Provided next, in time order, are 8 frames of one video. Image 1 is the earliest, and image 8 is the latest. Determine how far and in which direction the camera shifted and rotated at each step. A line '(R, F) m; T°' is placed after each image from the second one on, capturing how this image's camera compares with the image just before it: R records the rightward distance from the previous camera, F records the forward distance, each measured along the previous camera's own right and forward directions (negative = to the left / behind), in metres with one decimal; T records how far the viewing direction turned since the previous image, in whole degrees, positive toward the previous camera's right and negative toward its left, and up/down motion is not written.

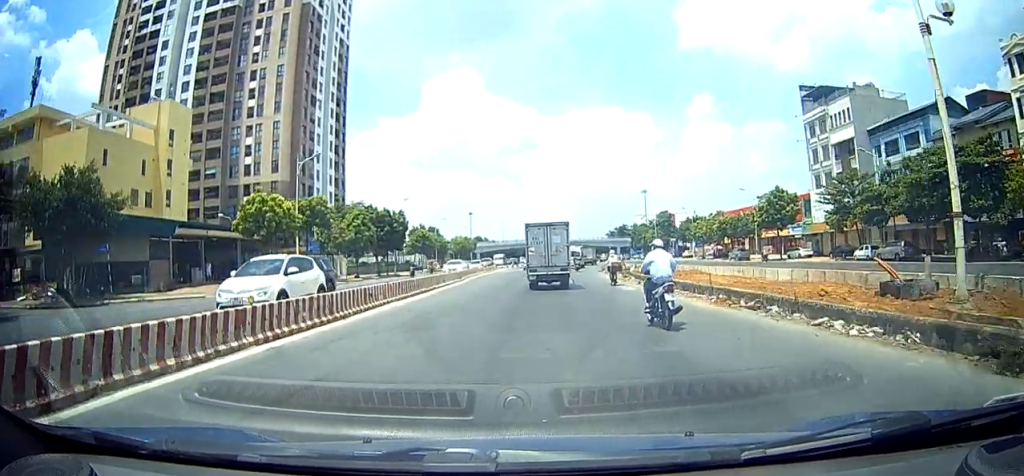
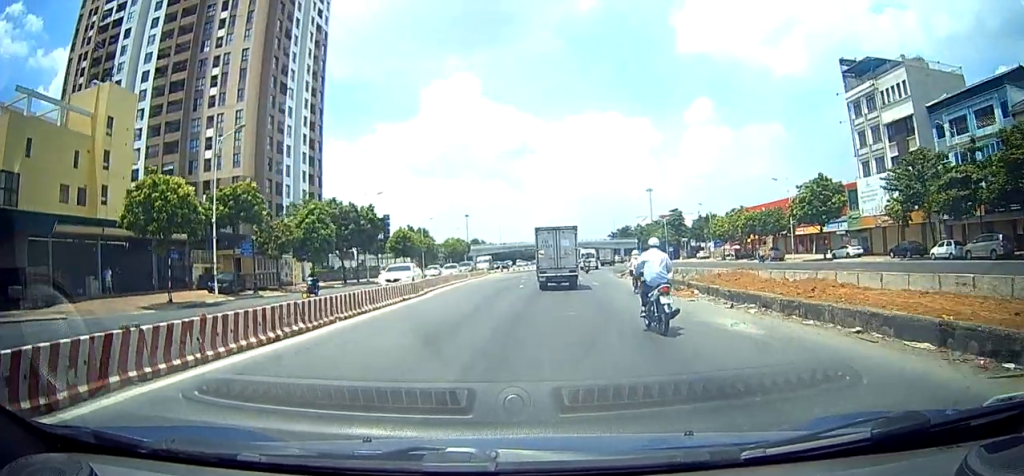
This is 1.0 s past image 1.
(+0.3, +12.3) m; -2°
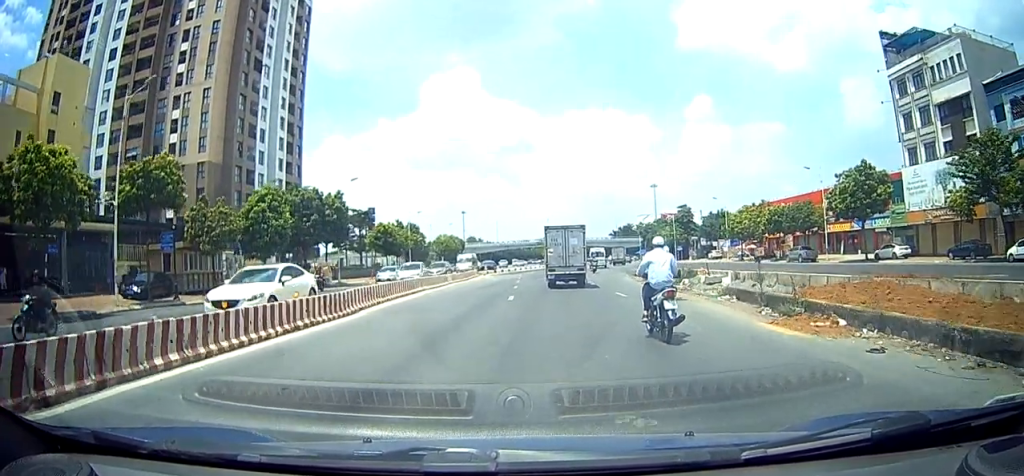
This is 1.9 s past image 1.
(-0.5, +9.6) m; -3°
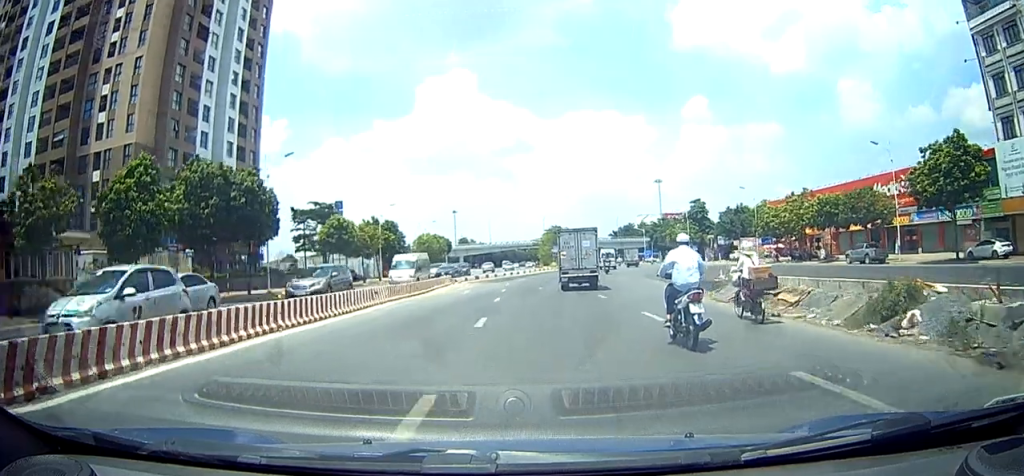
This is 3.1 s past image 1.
(0.0, +14.3) m; +2°
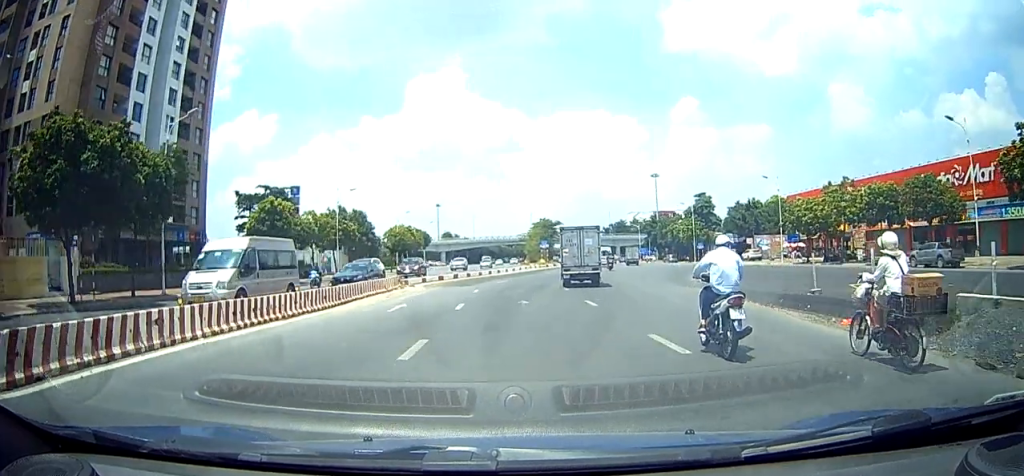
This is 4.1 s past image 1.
(+0.1, +12.1) m; 0°
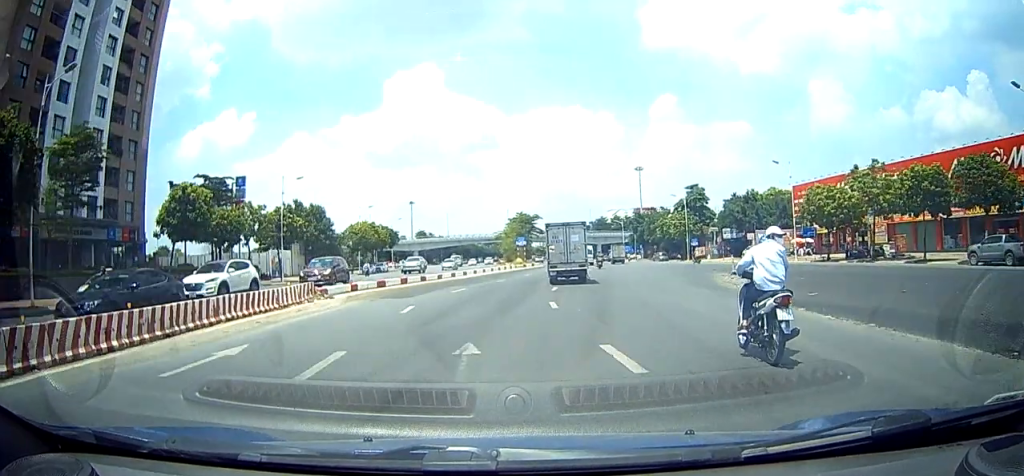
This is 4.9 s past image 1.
(0.0, +9.1) m; 0°
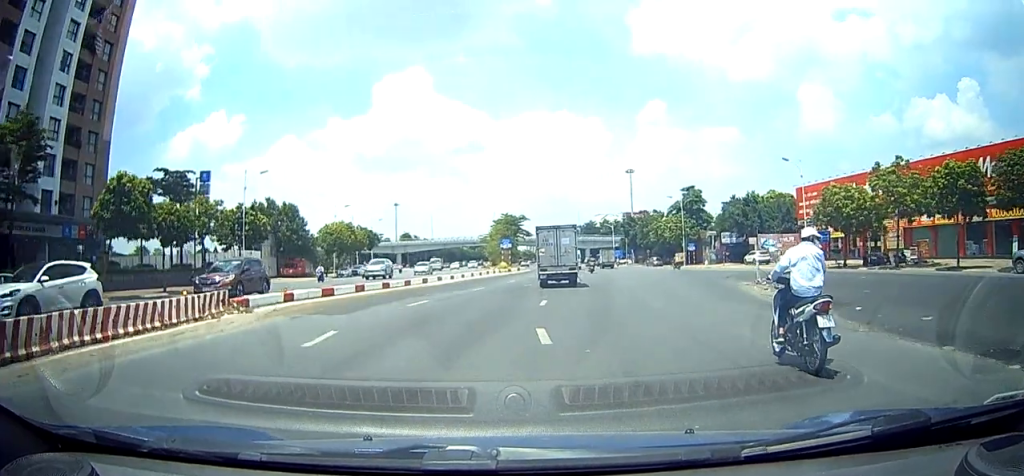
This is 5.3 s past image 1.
(0.0, +5.4) m; 0°
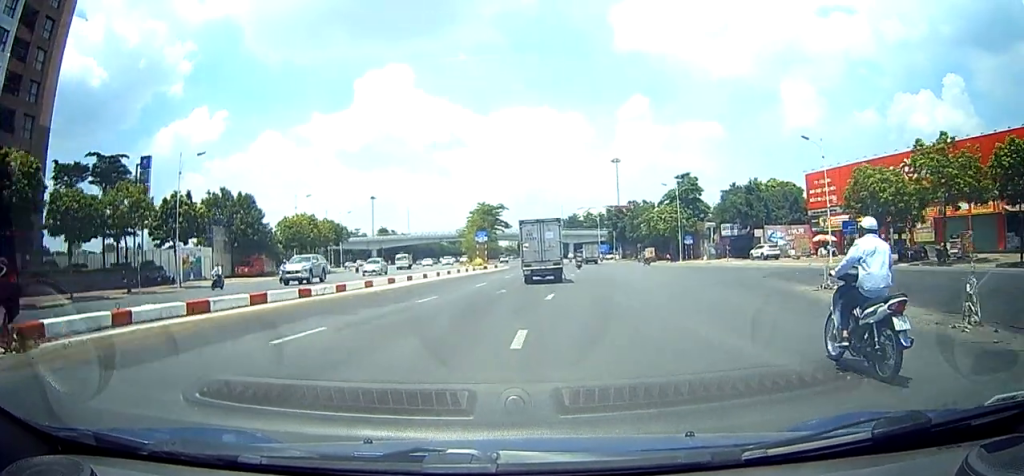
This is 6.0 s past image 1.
(0.0, +9.3) m; 0°
